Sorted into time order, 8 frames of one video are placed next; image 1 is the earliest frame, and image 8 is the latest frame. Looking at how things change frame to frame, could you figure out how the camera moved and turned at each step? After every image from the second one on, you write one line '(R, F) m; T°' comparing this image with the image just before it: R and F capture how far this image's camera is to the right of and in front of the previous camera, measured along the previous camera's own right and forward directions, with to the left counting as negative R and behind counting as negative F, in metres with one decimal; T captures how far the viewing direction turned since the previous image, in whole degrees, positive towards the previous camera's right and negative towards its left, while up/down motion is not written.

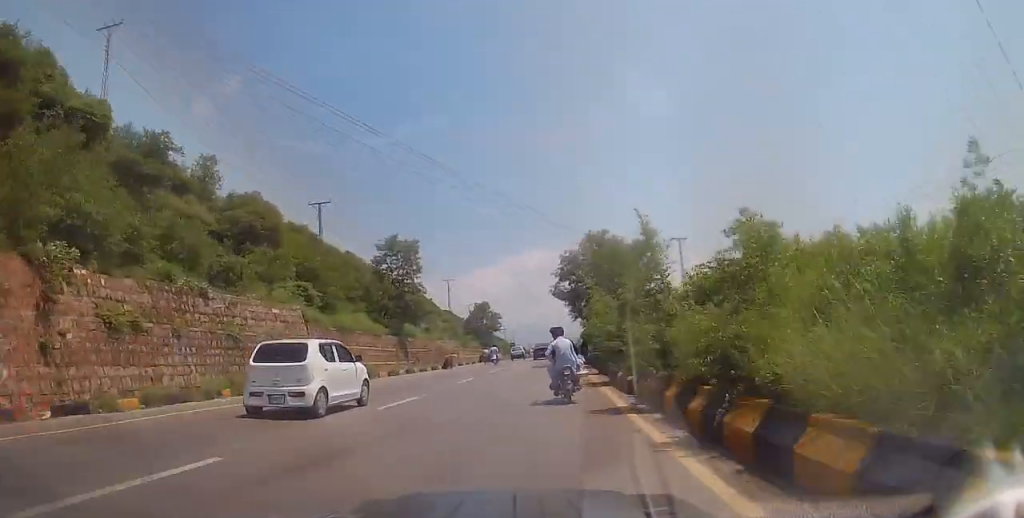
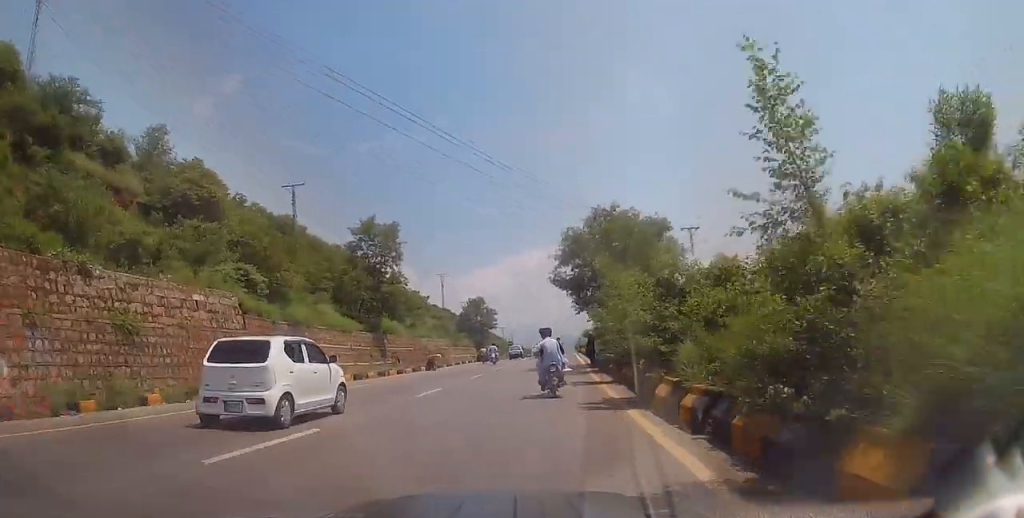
(0.0, +6.7) m; +1°
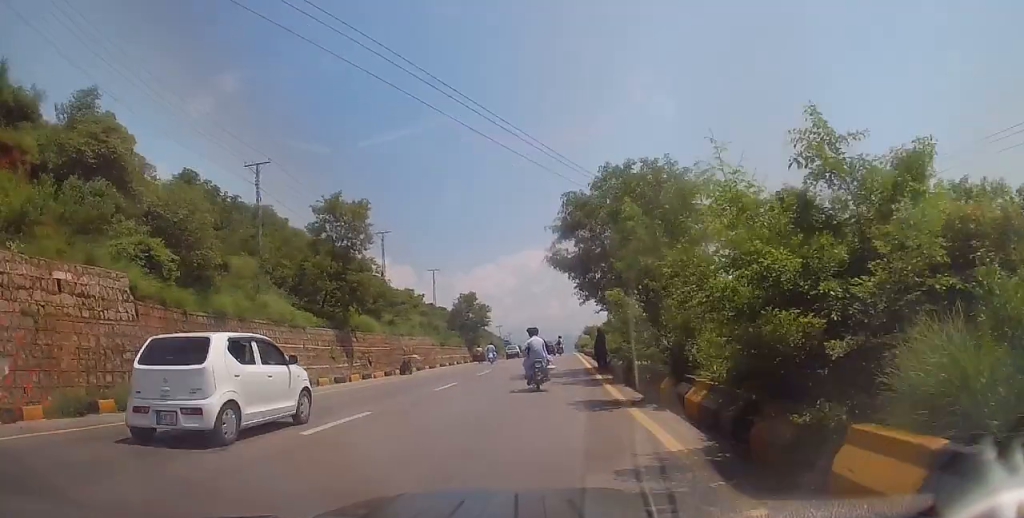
(+0.2, +7.1) m; 0°
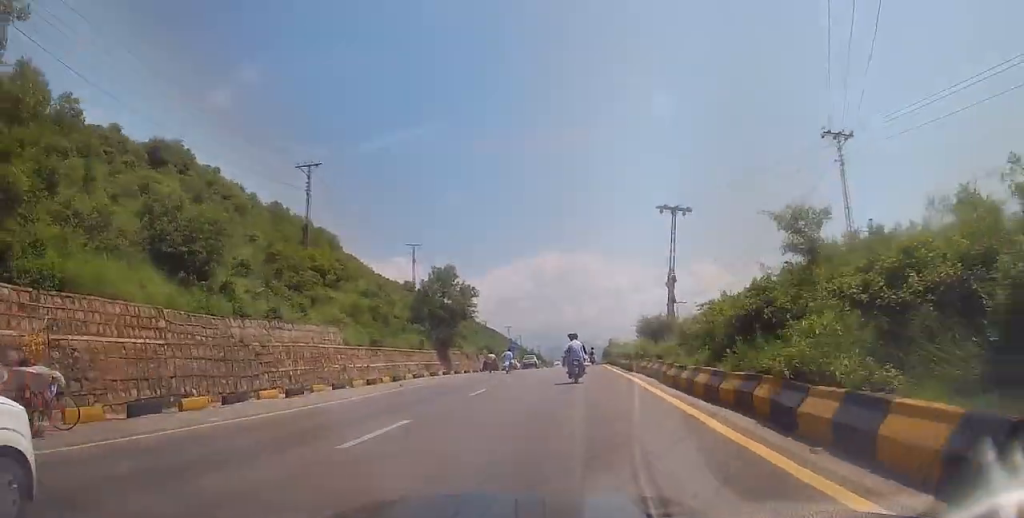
(-1.9, +29.1) m; -4°
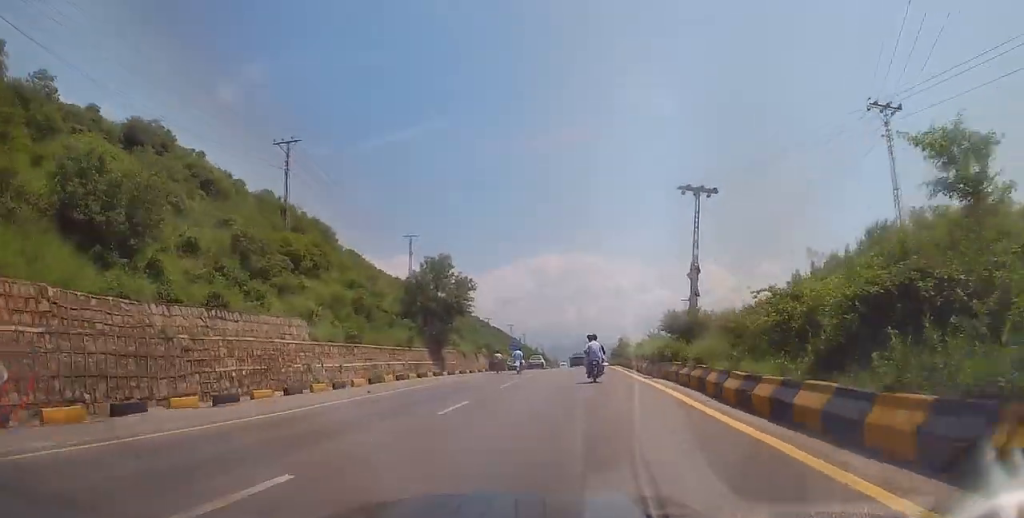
(+0.3, +5.3) m; +1°
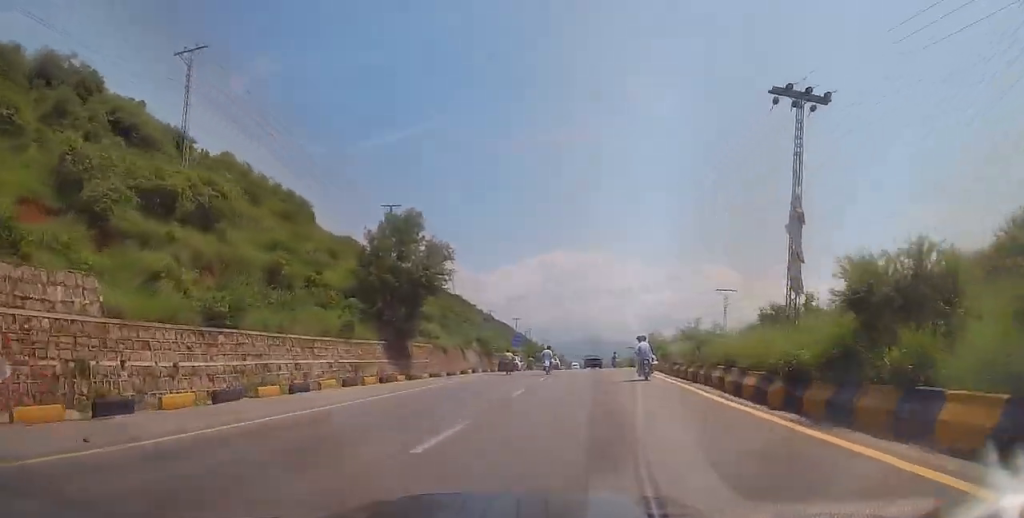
(+0.2, +14.3) m; -1°
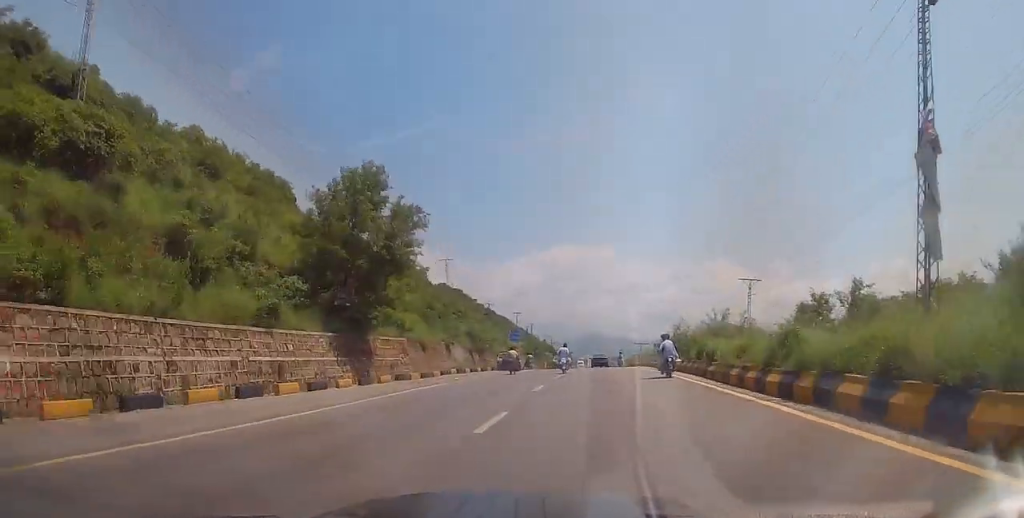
(-0.2, +8.2) m; 0°
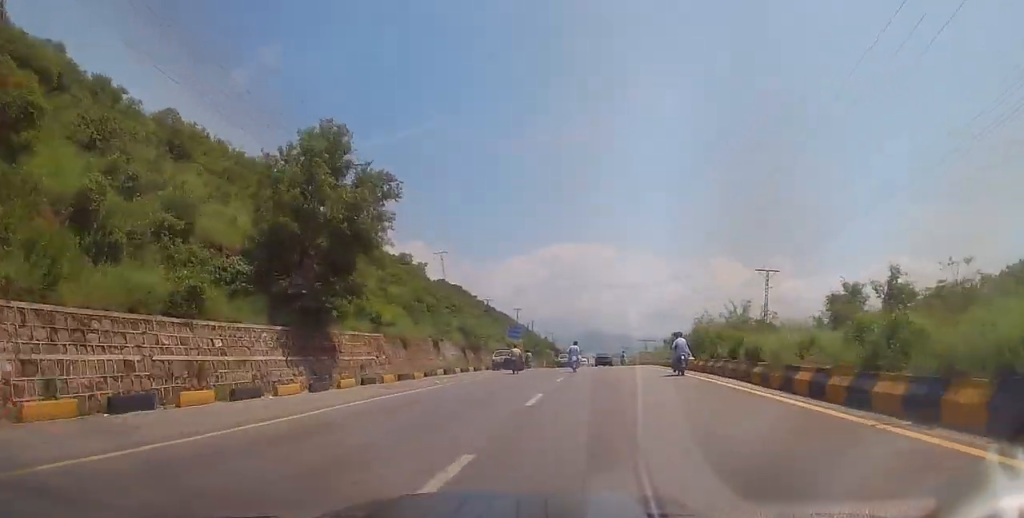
(-0.2, +4.9) m; +1°
